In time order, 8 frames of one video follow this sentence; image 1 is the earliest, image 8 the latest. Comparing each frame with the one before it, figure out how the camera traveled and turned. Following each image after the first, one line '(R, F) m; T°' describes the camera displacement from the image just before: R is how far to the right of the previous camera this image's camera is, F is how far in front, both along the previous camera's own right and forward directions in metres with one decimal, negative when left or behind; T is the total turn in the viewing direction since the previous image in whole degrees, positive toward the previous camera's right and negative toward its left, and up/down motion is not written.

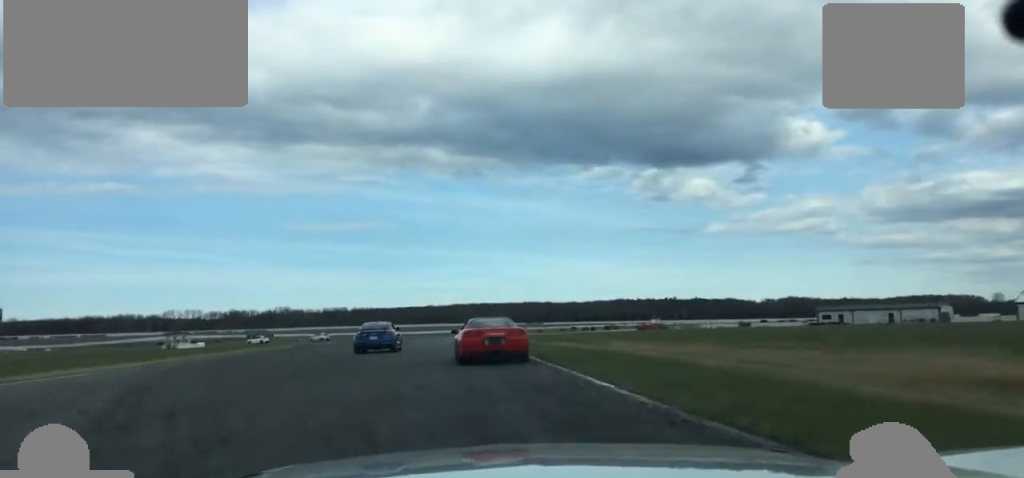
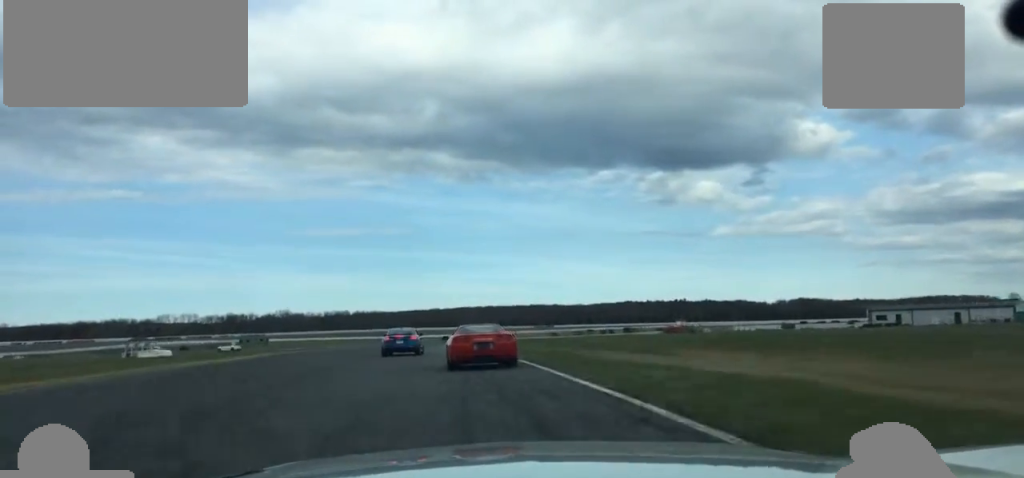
(+0.4, +19.8) m; 0°
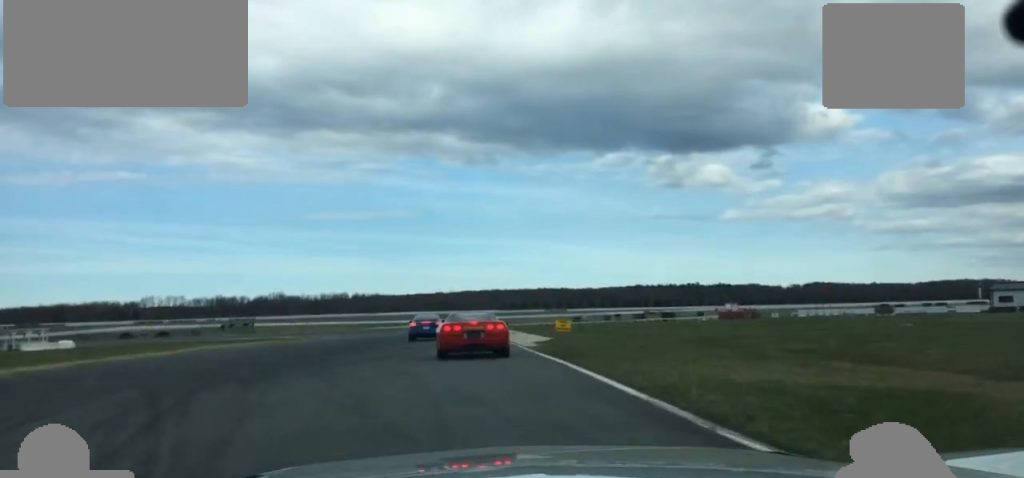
(-0.4, +33.5) m; -1°
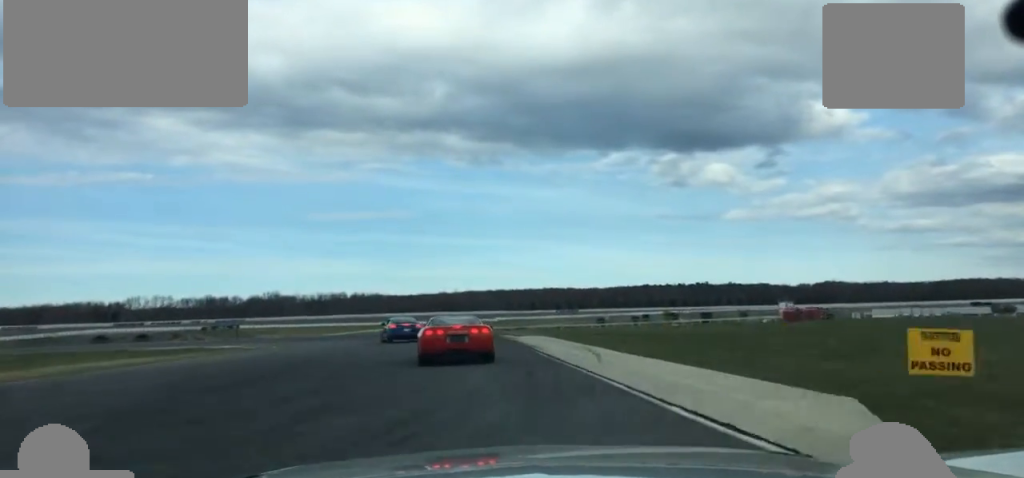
(+0.3, +27.5) m; +1°
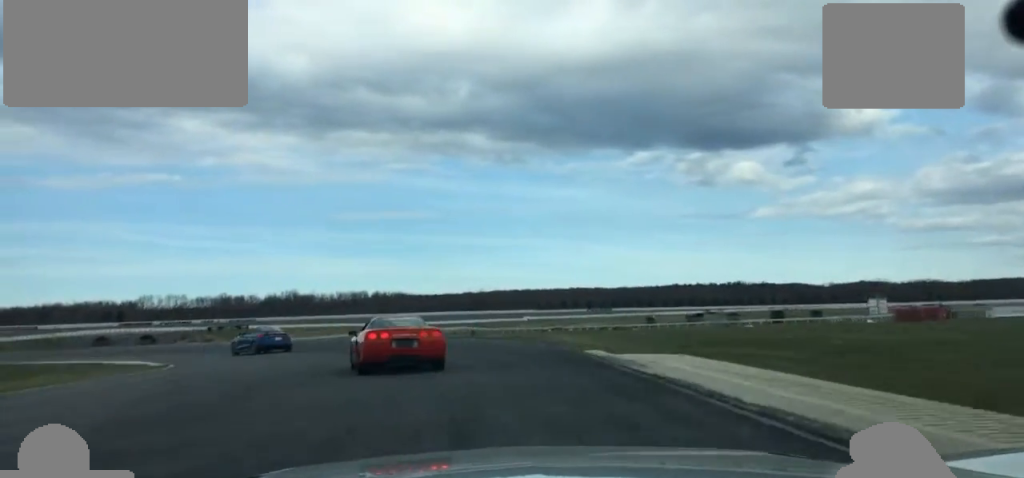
(+0.3, +23.4) m; -5°
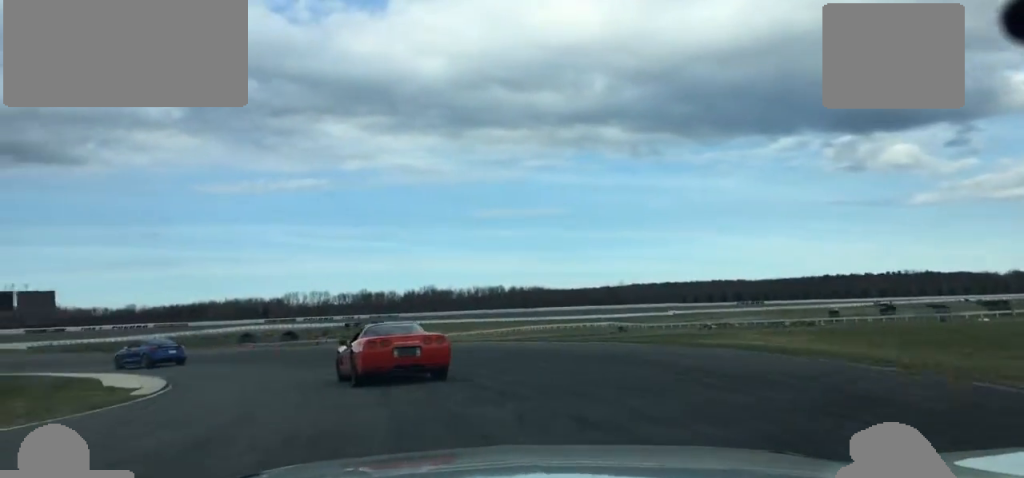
(-1.5, +17.8) m; -11°
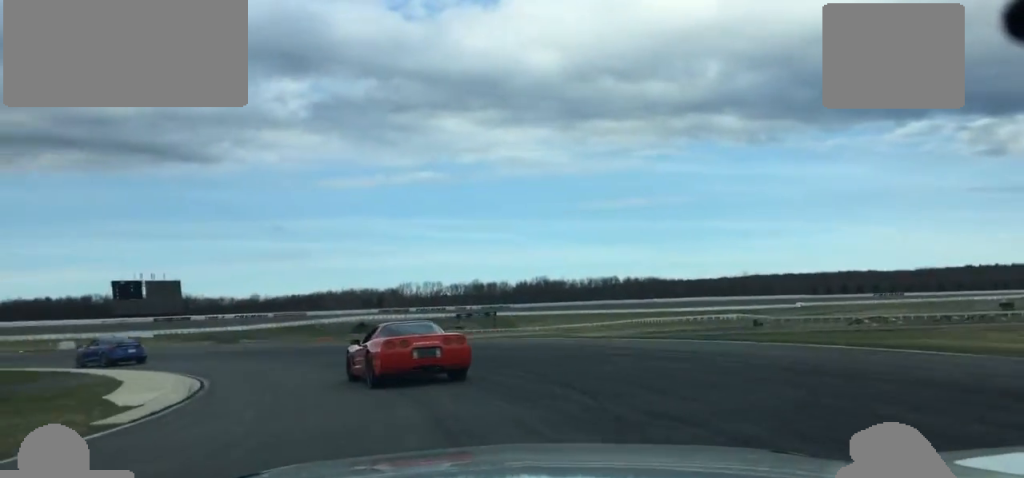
(+0.3, +9.5) m; -7°
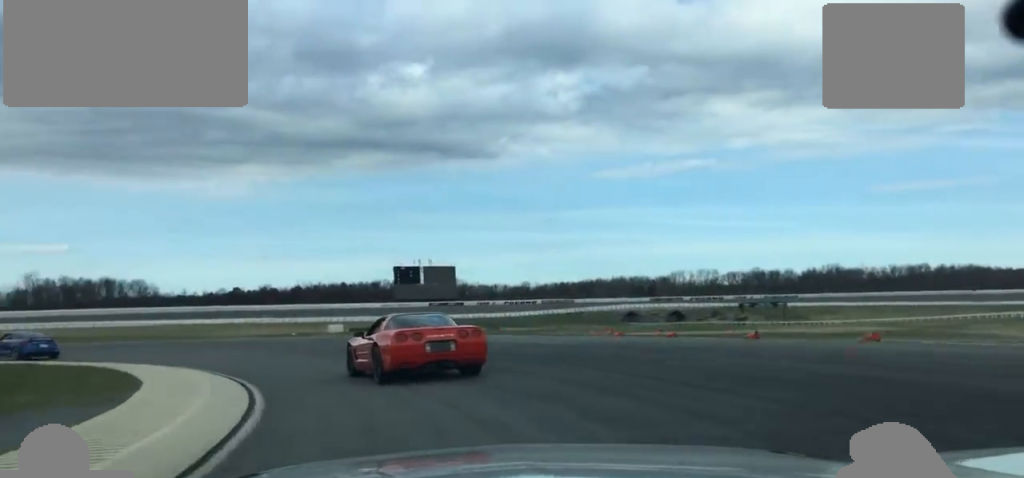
(-3.4, +19.8) m; -12°
